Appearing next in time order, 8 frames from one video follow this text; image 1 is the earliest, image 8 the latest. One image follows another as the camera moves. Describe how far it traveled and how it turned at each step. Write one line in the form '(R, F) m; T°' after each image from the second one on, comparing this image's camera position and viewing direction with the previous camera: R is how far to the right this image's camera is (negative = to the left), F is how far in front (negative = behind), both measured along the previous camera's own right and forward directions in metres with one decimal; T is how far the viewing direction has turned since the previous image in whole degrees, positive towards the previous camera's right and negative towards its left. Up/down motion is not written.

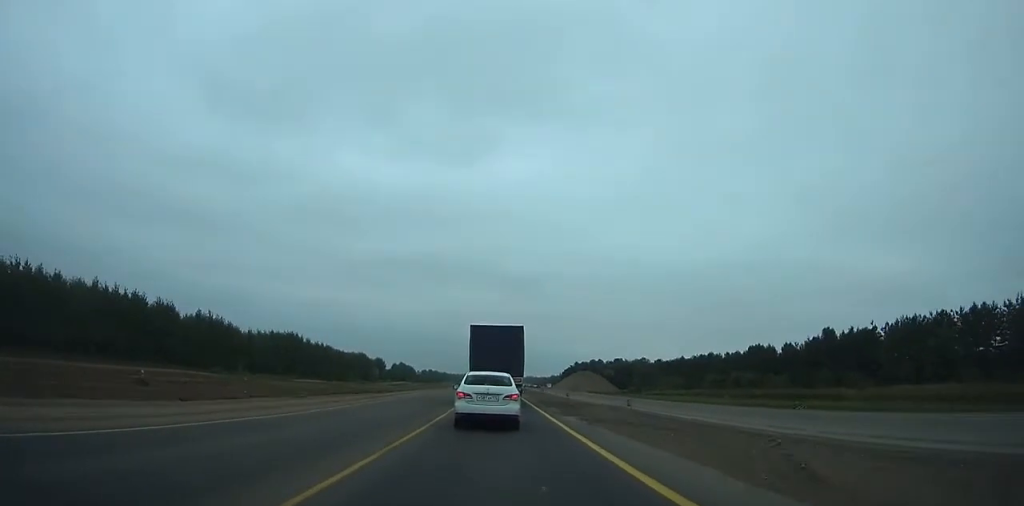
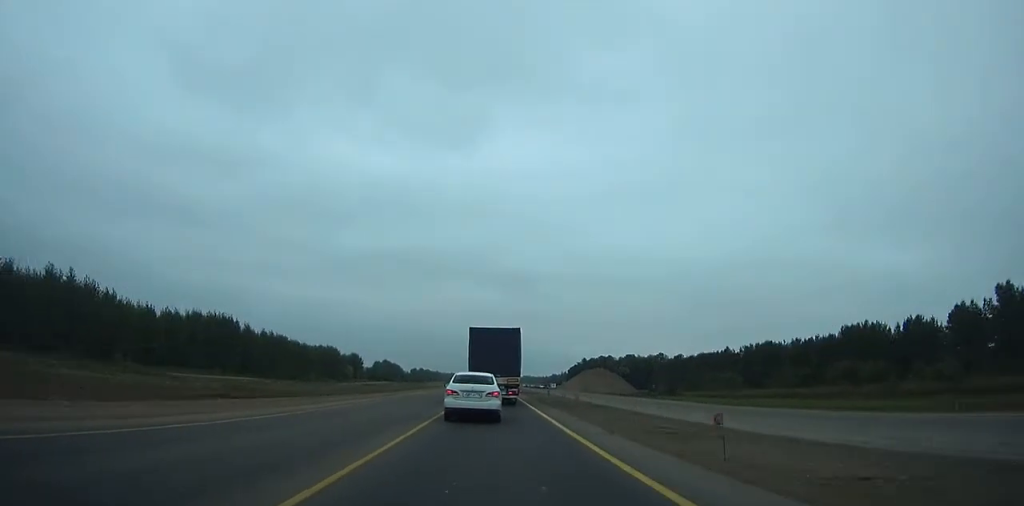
(-0.2, +53.3) m; 0°
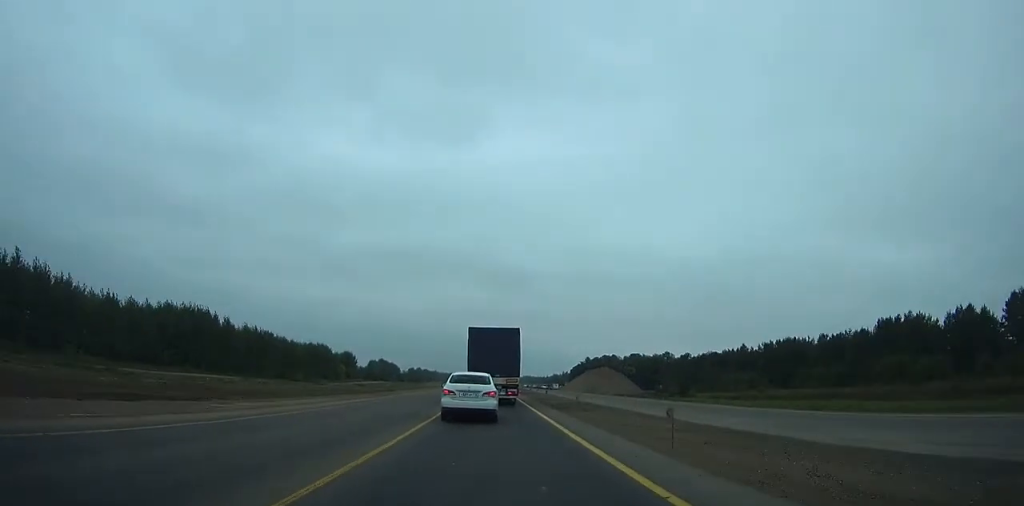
(0.0, +13.3) m; 0°
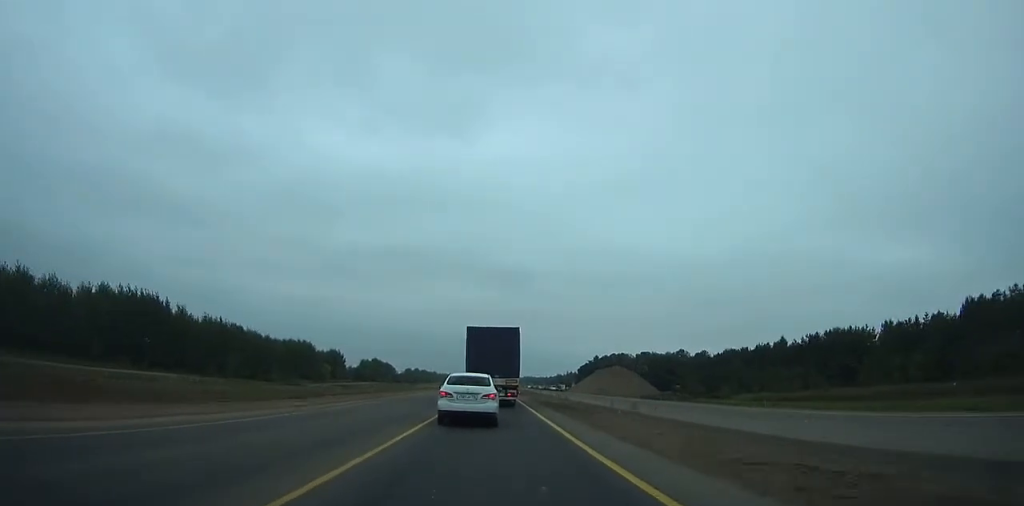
(0.0, +24.2) m; 0°
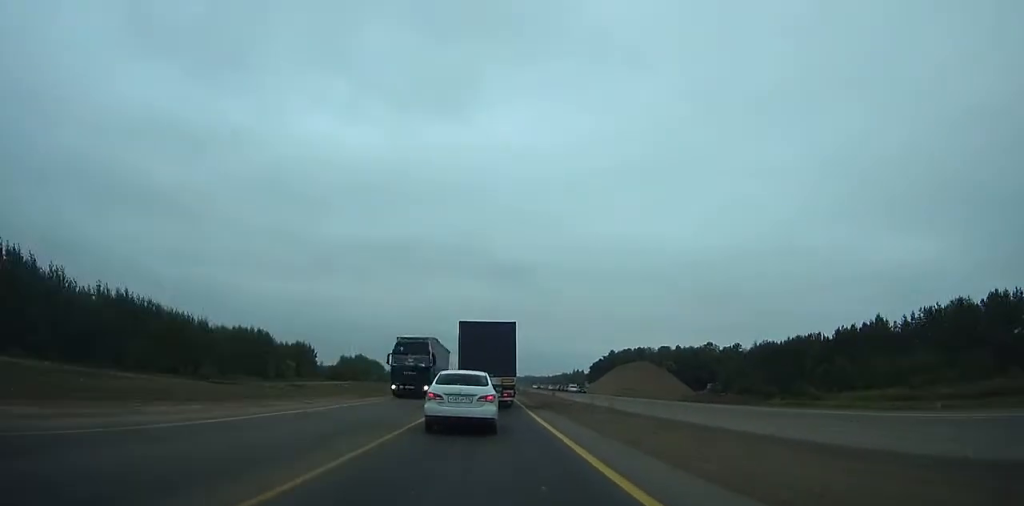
(+0.2, +41.5) m; 0°
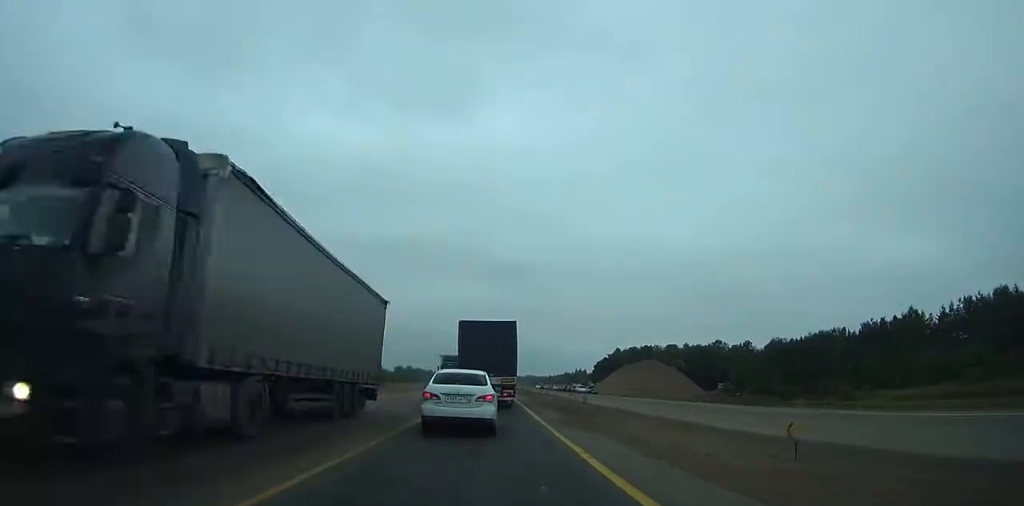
(0.0, +10.8) m; 0°
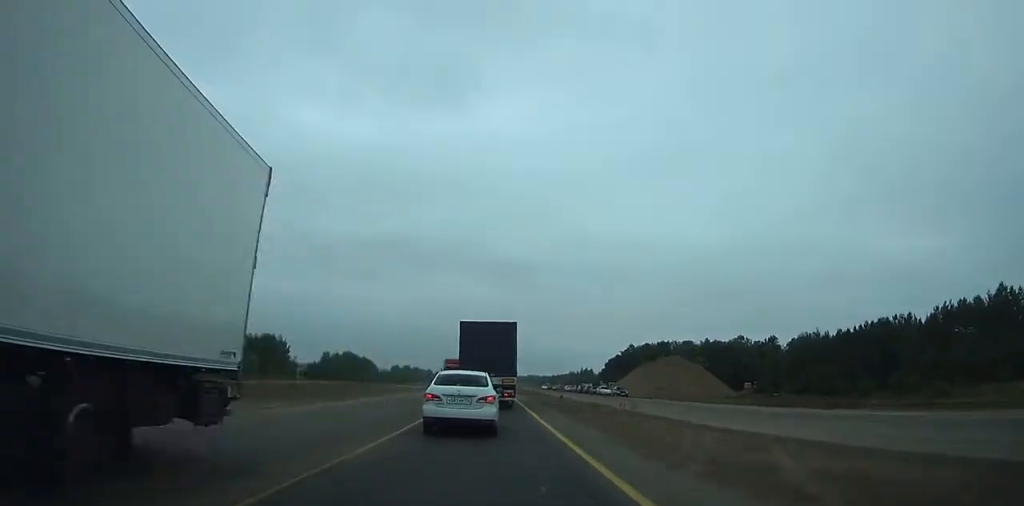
(0.0, +23.4) m; 0°
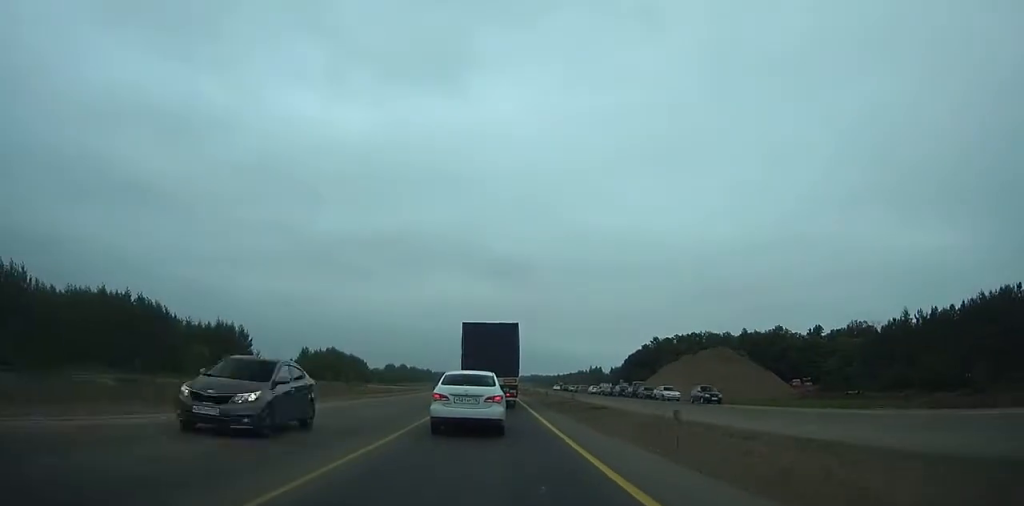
(0.0, +32.6) m; -1°
